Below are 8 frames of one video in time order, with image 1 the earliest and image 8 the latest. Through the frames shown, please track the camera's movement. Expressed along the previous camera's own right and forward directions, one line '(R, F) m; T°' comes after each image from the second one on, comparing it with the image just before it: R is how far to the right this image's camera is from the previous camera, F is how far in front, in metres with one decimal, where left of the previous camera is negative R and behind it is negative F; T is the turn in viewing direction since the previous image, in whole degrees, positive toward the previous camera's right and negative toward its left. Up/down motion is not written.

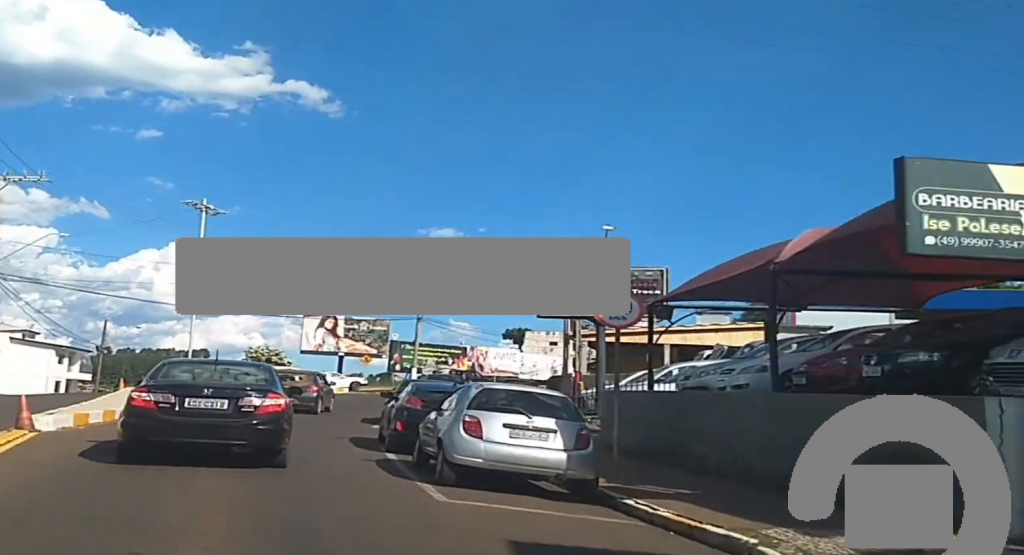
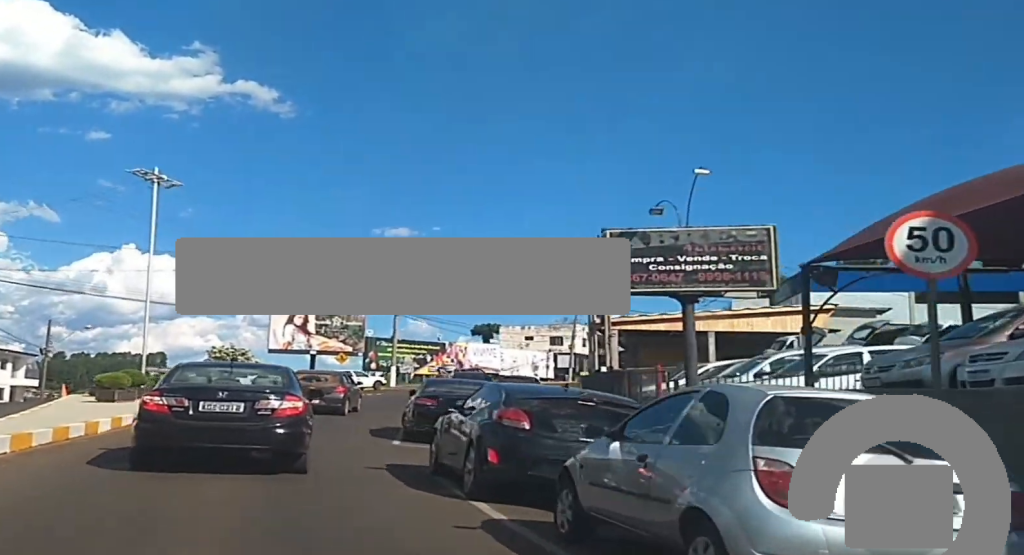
(+0.1, +6.8) m; +2°
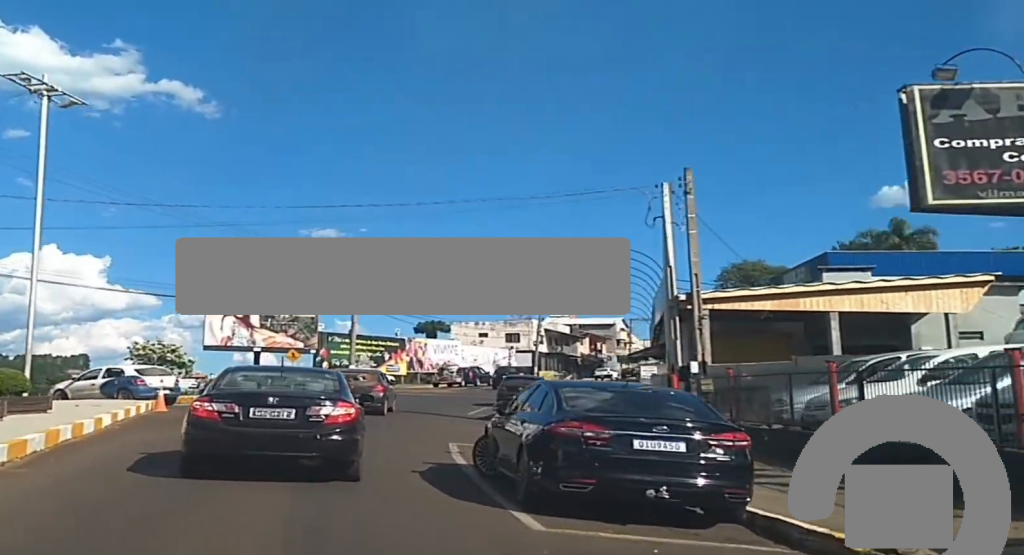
(+0.3, +10.9) m; +4°
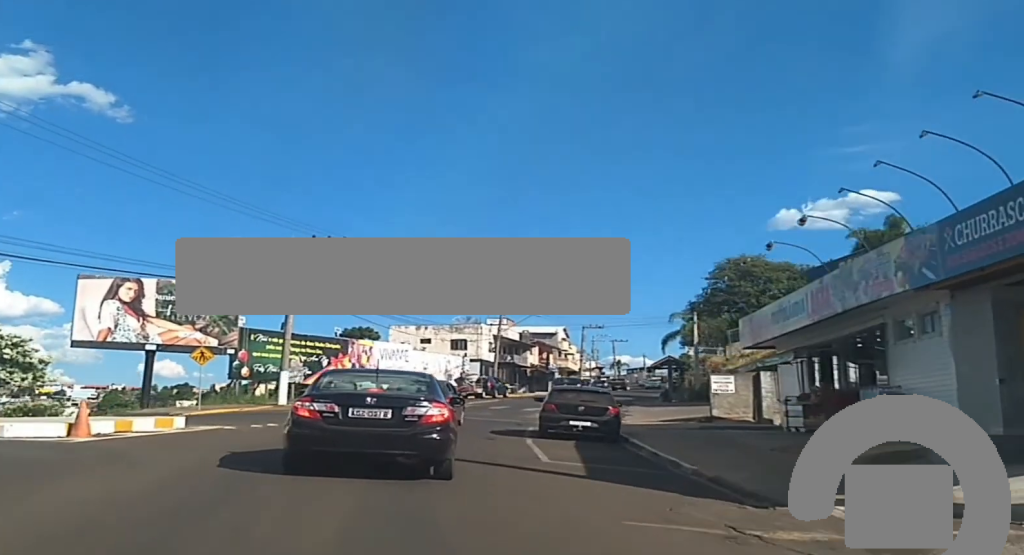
(+0.8, +16.4) m; +7°
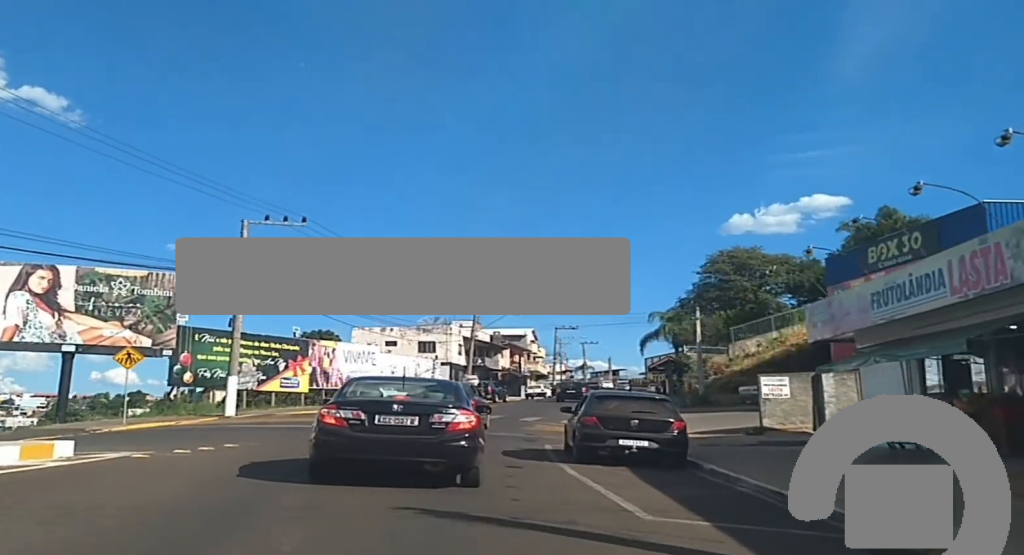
(+0.2, +6.6) m; +4°
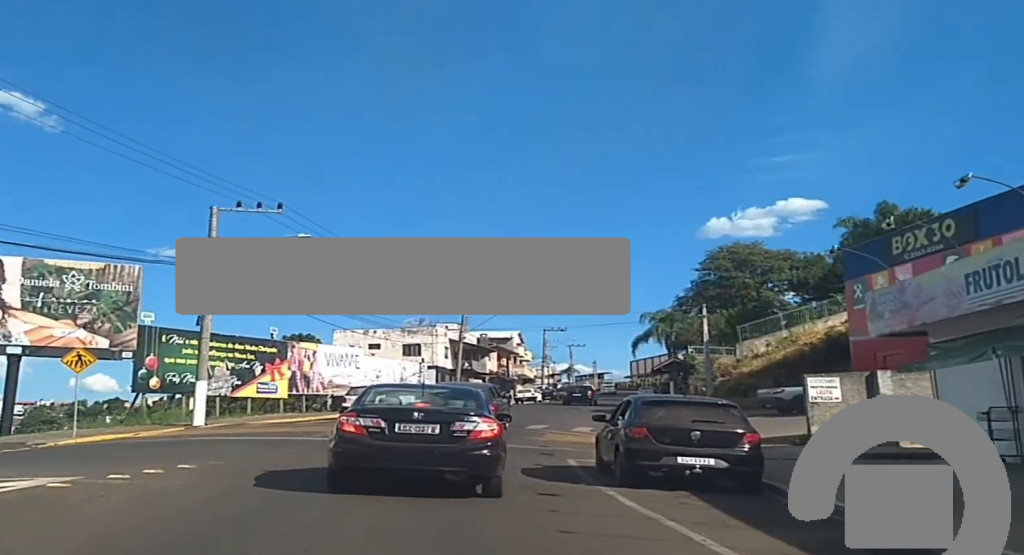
(+0.1, +3.5) m; +2°
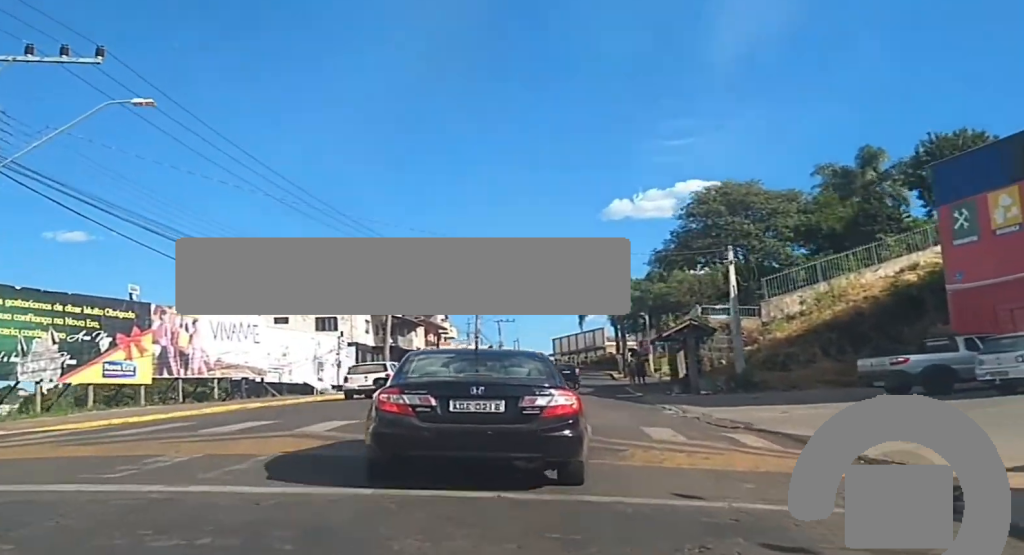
(+0.9, +13.1) m; +4°
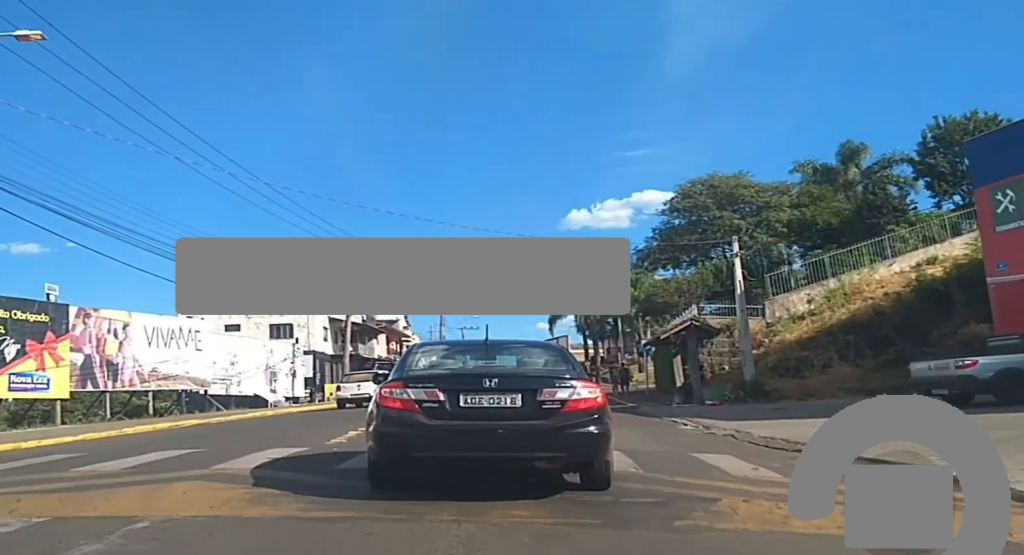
(-0.2, +4.2) m; +2°
